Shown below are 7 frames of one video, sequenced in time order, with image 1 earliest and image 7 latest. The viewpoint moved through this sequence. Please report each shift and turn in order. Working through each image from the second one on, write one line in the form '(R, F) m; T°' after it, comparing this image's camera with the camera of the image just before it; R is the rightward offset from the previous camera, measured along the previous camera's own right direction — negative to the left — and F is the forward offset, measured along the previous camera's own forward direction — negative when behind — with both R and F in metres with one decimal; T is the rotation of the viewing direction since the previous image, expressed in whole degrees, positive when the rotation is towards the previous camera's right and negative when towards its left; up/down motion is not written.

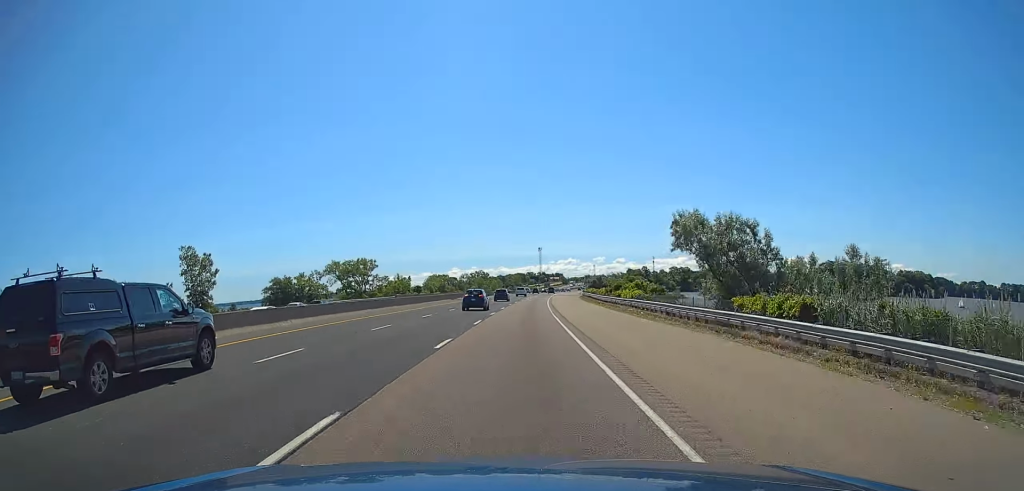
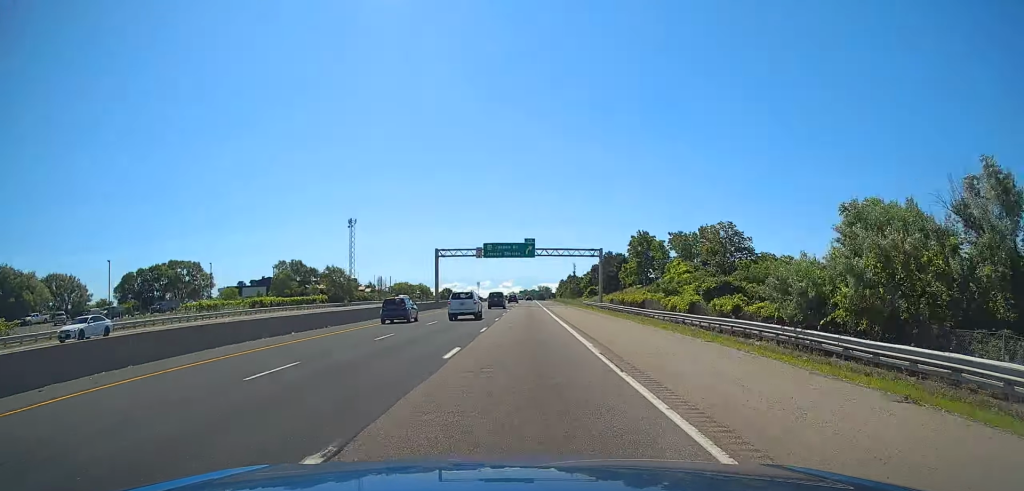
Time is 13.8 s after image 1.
(+52.8, +504.0) m; +9°
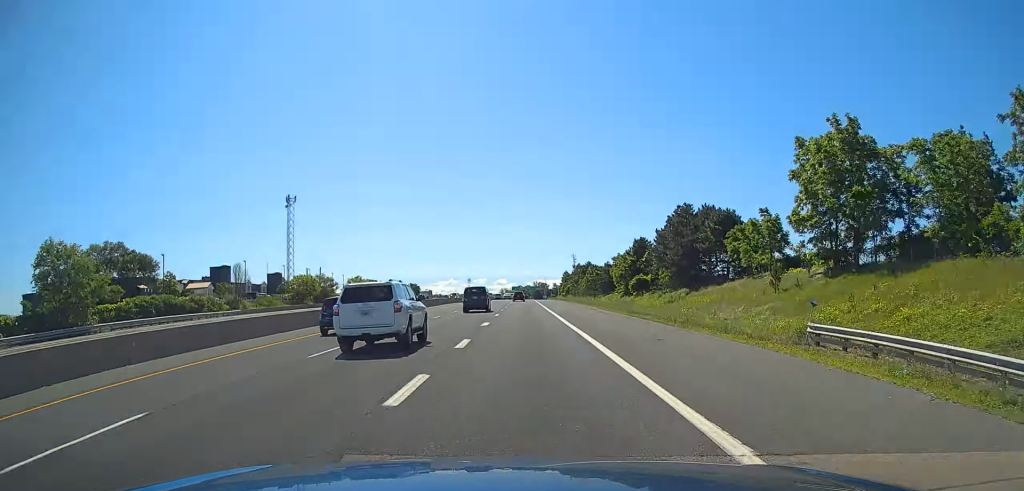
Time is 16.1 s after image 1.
(+0.3, +87.4) m; 0°
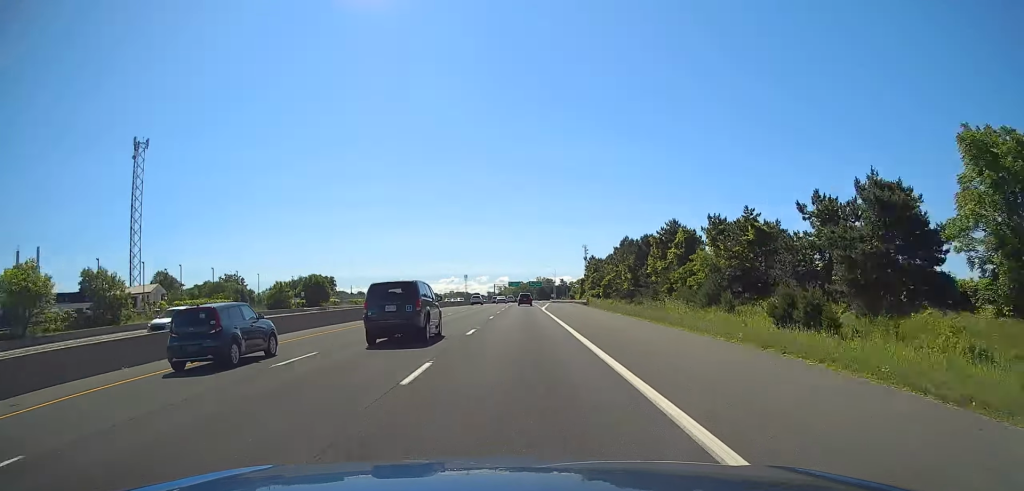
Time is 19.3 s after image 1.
(0.0, +117.2) m; 0°
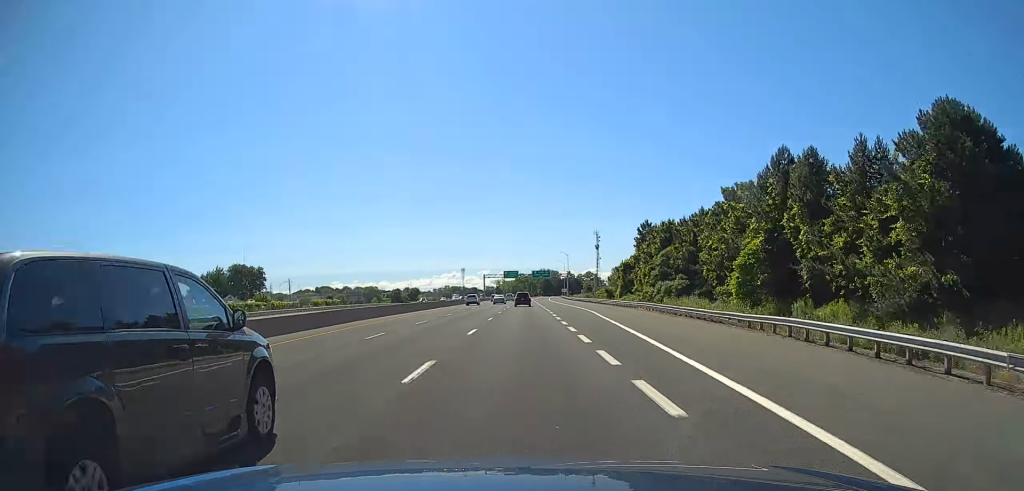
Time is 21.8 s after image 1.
(-0.3, +86.6) m; 0°
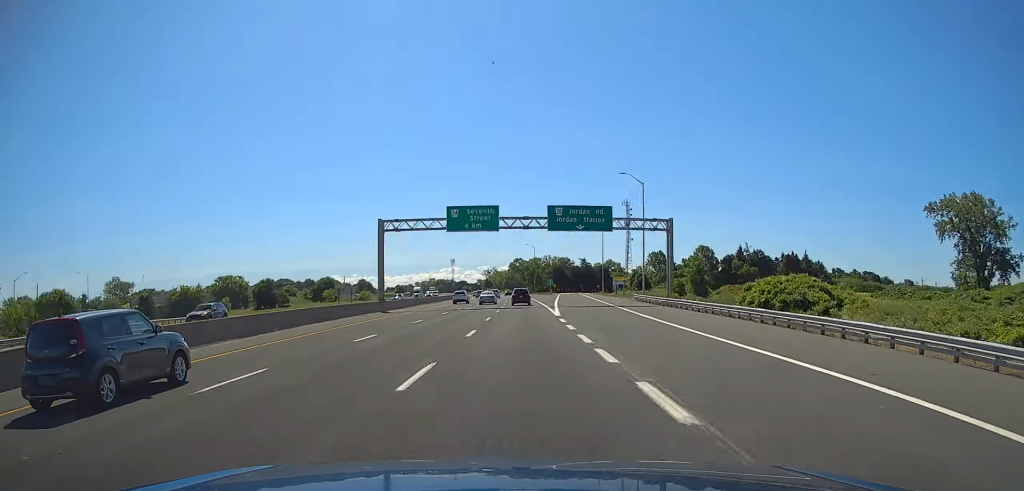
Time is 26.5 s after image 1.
(+0.3, +154.7) m; -1°
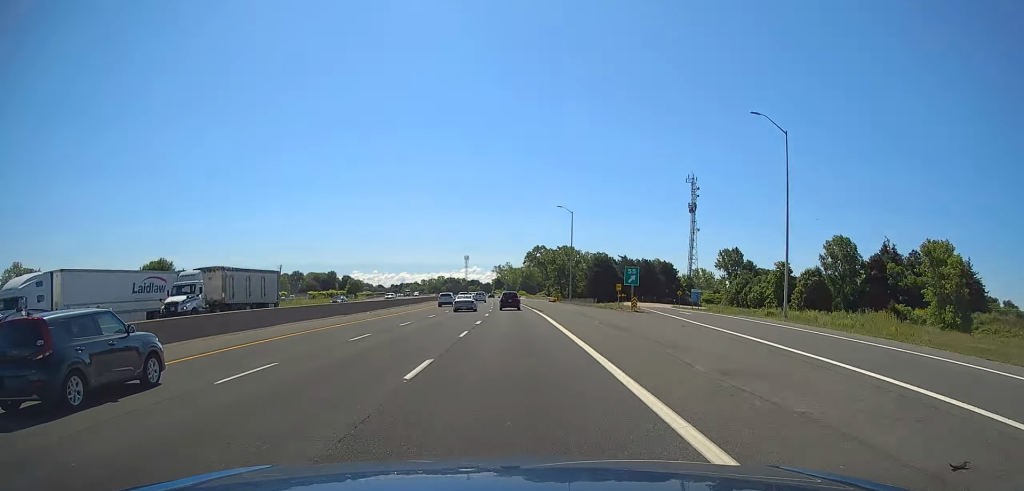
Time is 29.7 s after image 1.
(-1.5, +104.4) m; -2°
